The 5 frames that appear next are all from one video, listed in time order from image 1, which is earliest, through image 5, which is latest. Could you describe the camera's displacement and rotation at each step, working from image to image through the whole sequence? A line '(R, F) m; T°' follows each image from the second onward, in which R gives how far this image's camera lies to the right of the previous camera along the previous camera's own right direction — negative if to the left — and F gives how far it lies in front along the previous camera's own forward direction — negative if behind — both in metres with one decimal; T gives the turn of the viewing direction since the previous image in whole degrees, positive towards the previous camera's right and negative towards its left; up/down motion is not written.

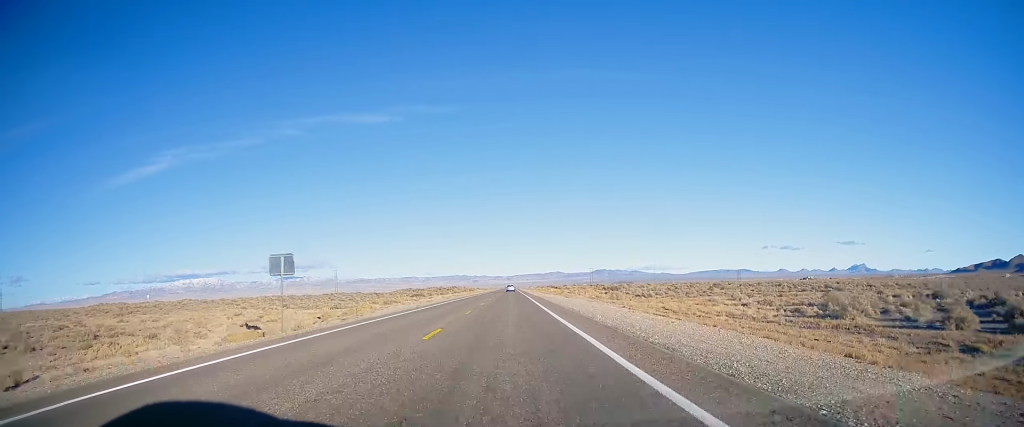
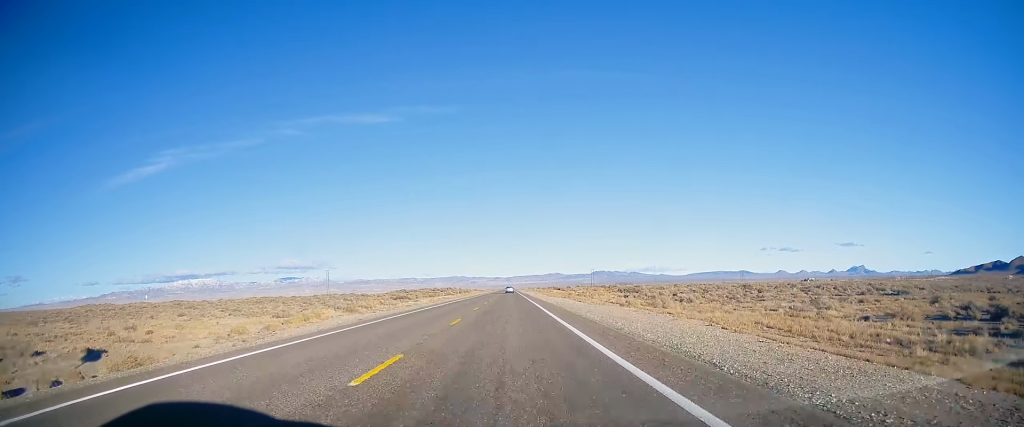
(+0.2, +18.3) m; 0°
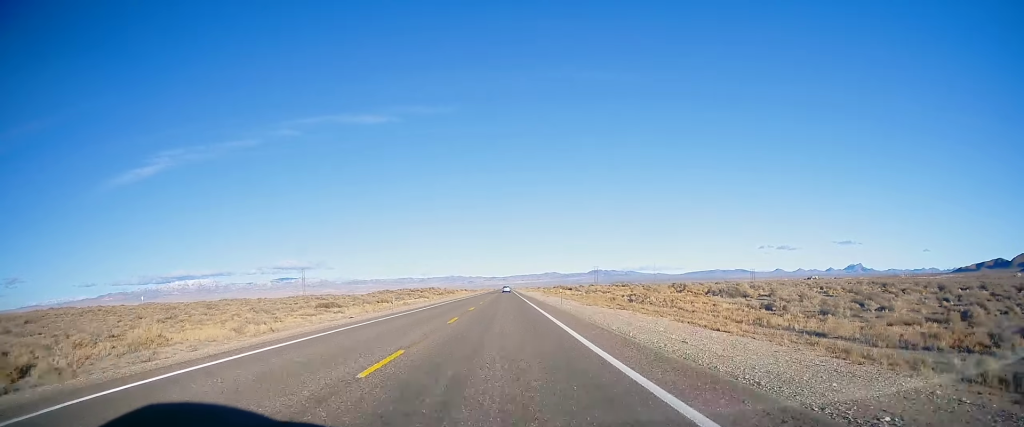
(-0.3, +47.6) m; 0°
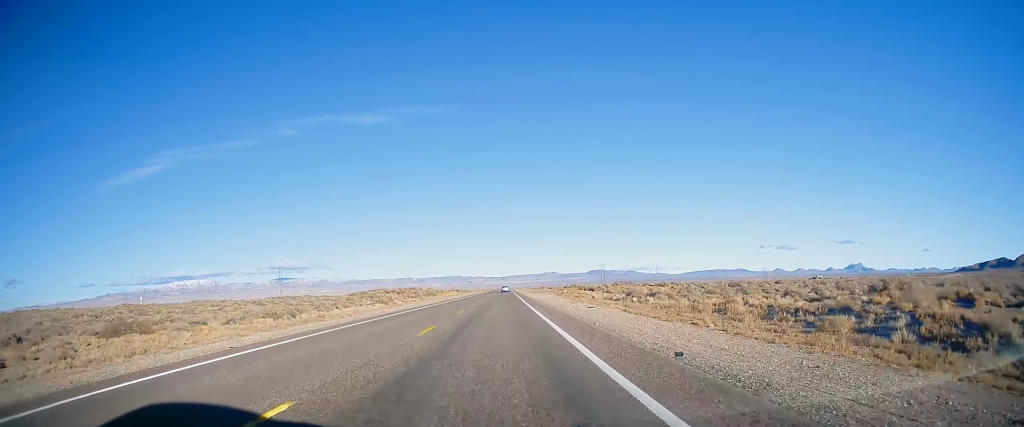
(+0.6, +41.7) m; +1°
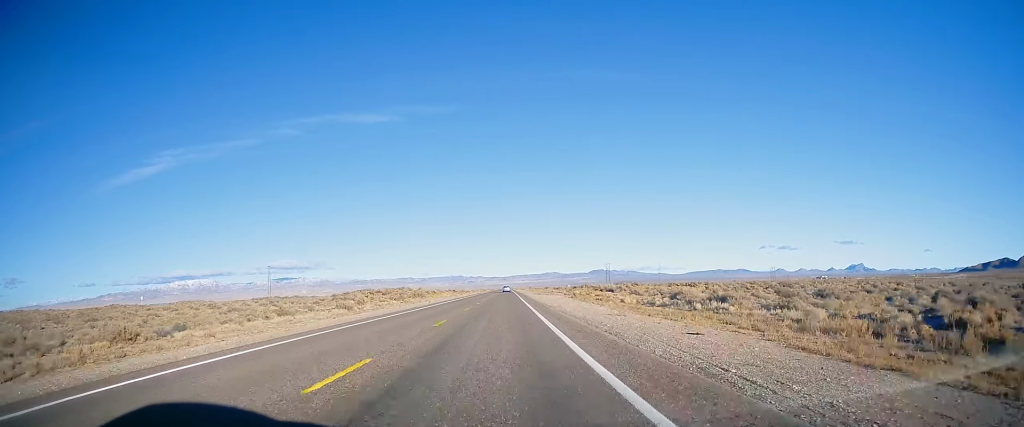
(-0.1, +20.4) m; 0°
